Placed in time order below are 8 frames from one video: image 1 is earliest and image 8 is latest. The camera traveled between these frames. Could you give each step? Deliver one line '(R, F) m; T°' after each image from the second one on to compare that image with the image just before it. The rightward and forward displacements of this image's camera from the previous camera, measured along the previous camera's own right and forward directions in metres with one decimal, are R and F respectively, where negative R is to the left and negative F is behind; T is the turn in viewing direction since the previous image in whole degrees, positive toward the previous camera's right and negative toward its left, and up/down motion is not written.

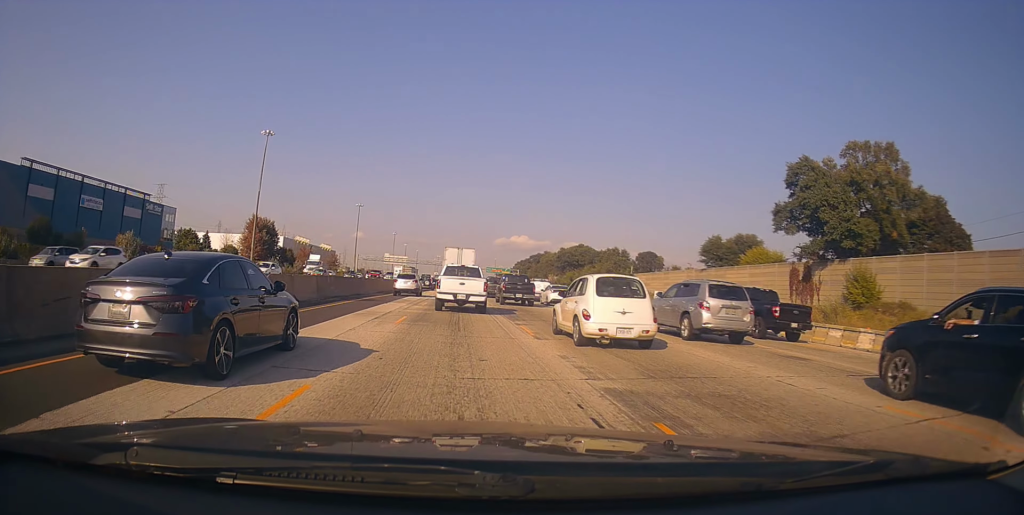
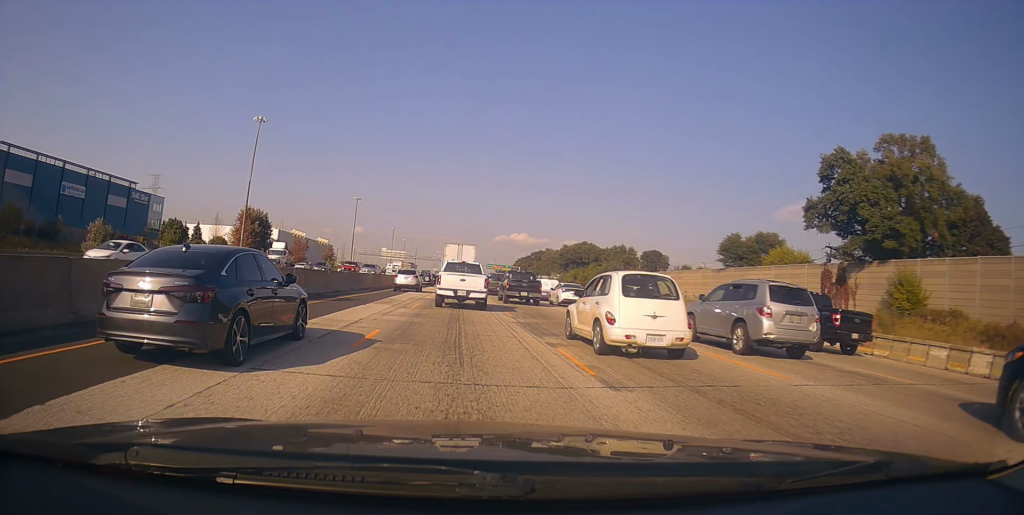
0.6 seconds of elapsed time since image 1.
(-0.1, +6.3) m; 0°
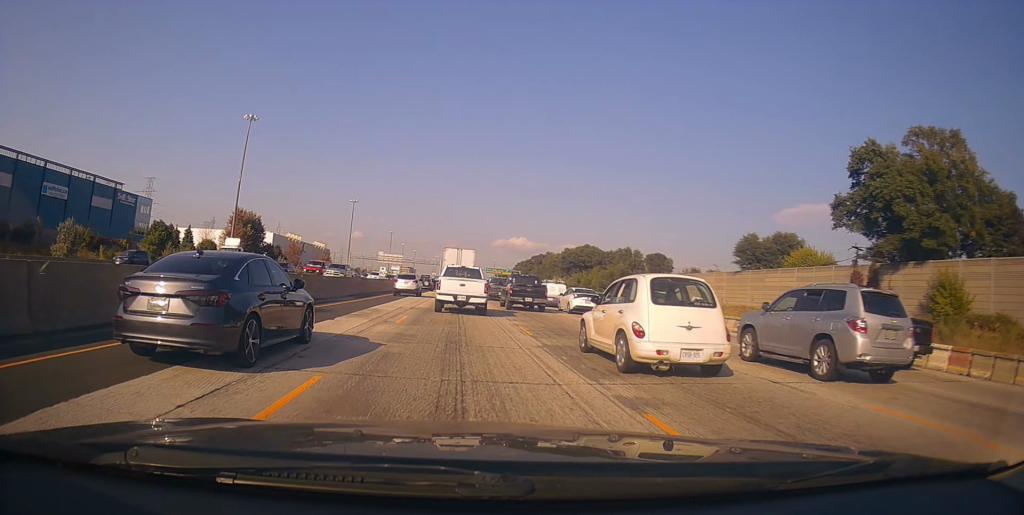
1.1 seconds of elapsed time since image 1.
(0.0, +5.2) m; 0°
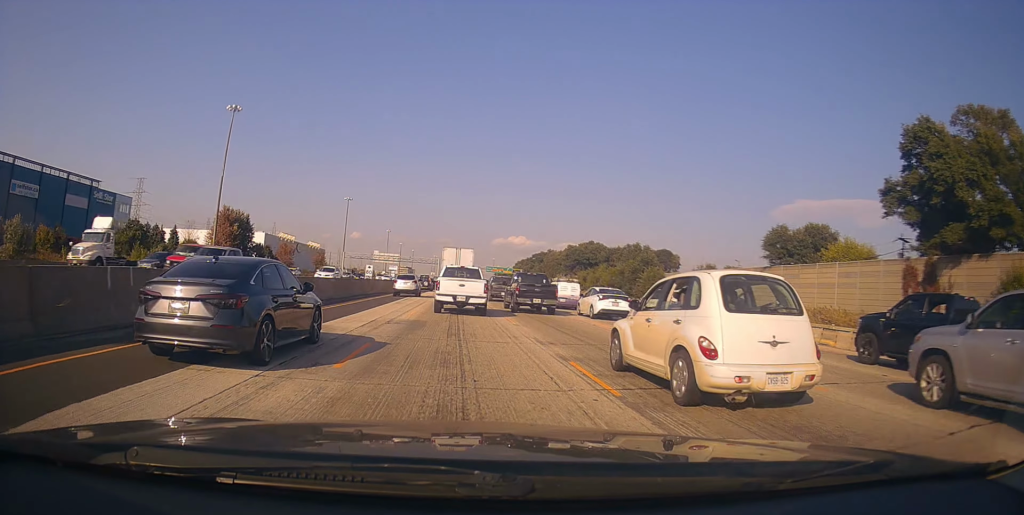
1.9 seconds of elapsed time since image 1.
(+0.2, +8.0) m; -1°
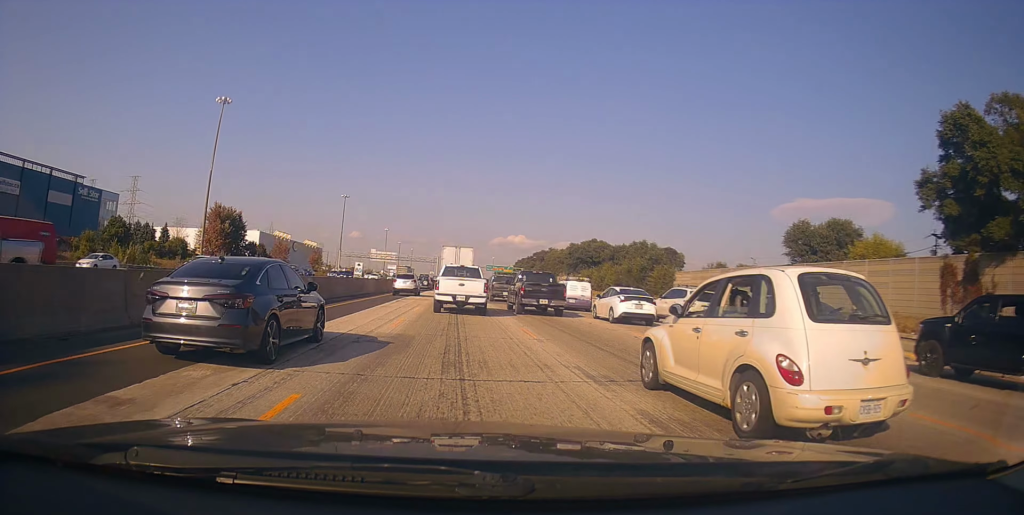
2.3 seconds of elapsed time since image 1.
(-0.2, +5.0) m; +1°
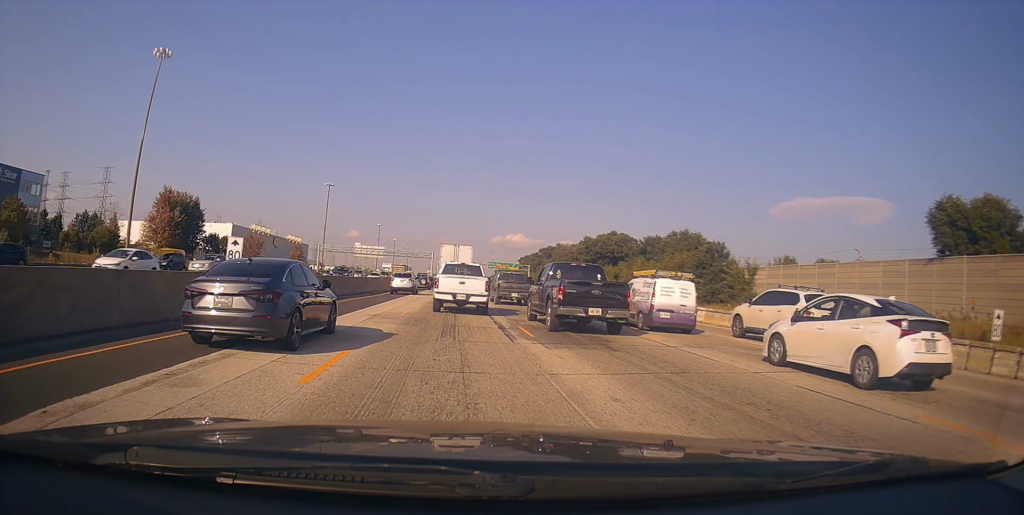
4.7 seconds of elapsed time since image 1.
(-0.1, +24.6) m; 0°
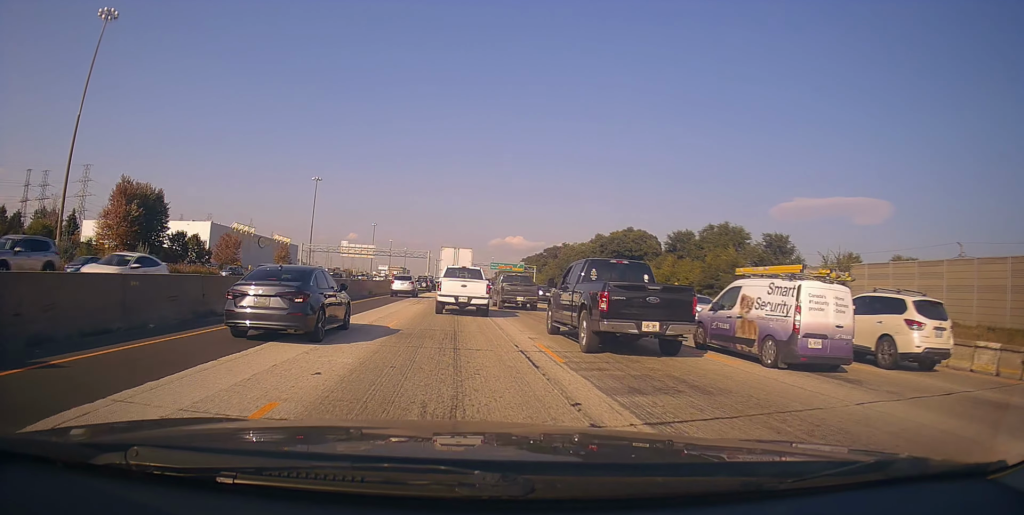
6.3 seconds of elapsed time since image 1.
(+0.6, +16.1) m; +1°
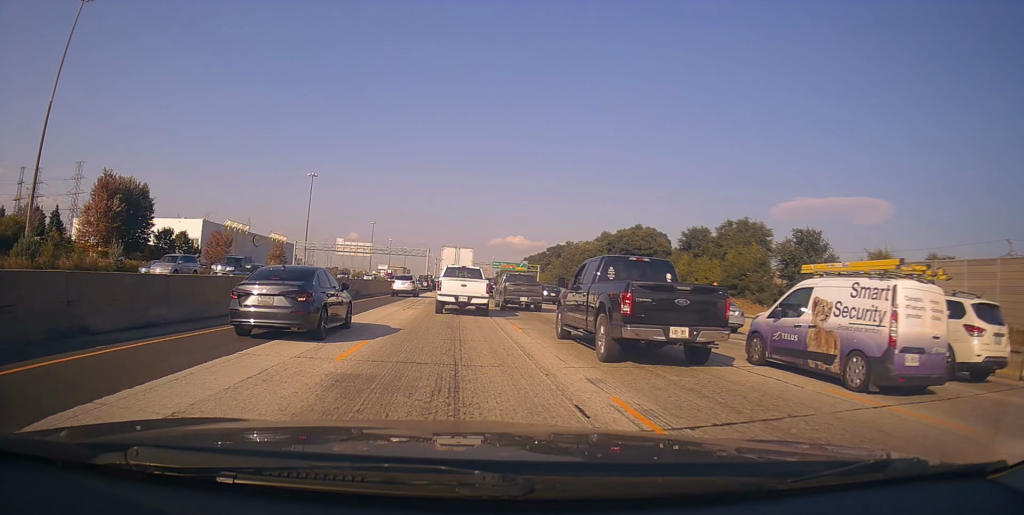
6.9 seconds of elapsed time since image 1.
(-0.3, +5.9) m; 0°
